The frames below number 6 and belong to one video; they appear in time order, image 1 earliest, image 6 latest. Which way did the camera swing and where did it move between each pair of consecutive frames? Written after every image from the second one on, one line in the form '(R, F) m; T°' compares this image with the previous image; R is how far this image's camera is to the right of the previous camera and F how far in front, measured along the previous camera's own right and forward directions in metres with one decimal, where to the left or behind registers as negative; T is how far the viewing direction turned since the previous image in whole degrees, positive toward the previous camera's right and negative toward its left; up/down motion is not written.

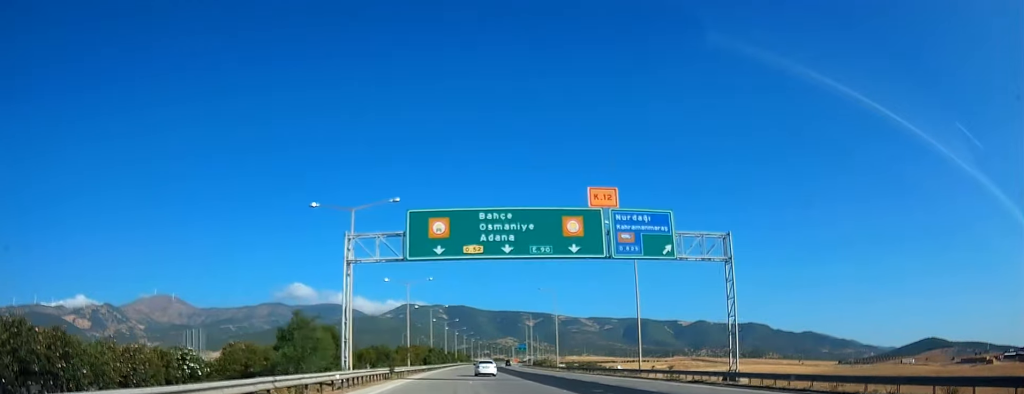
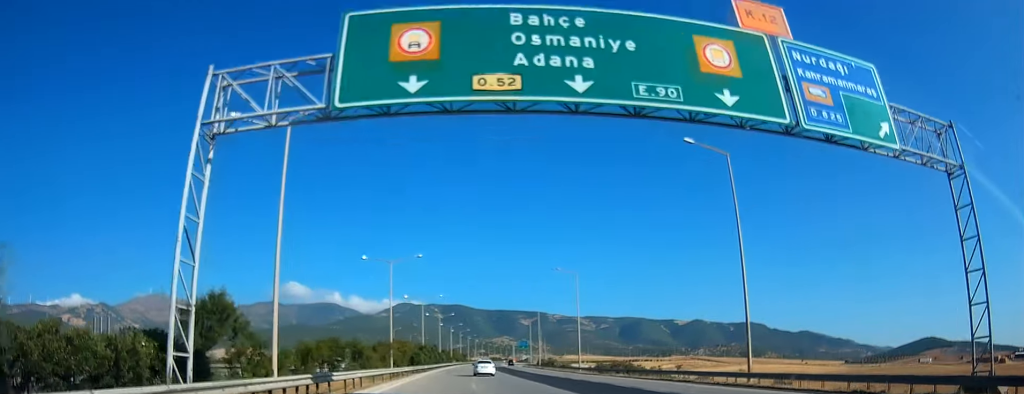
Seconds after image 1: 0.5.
(+0.2, +20.6) m; 0°
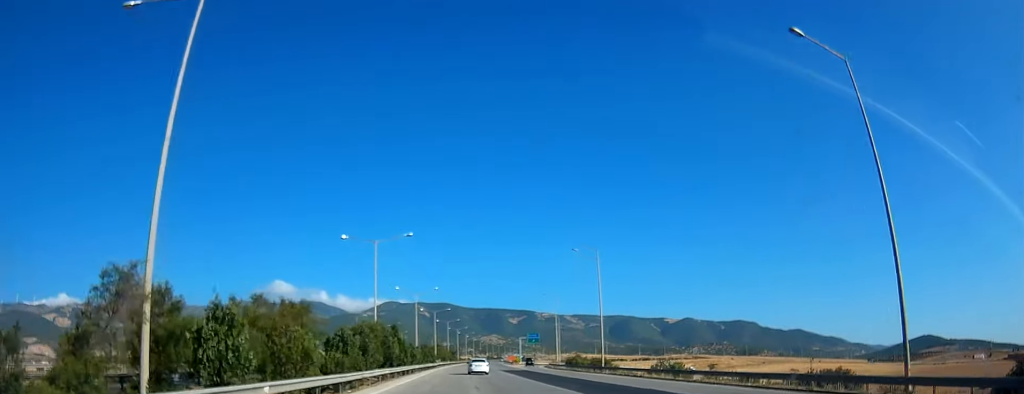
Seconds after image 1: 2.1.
(+0.5, +61.2) m; +1°
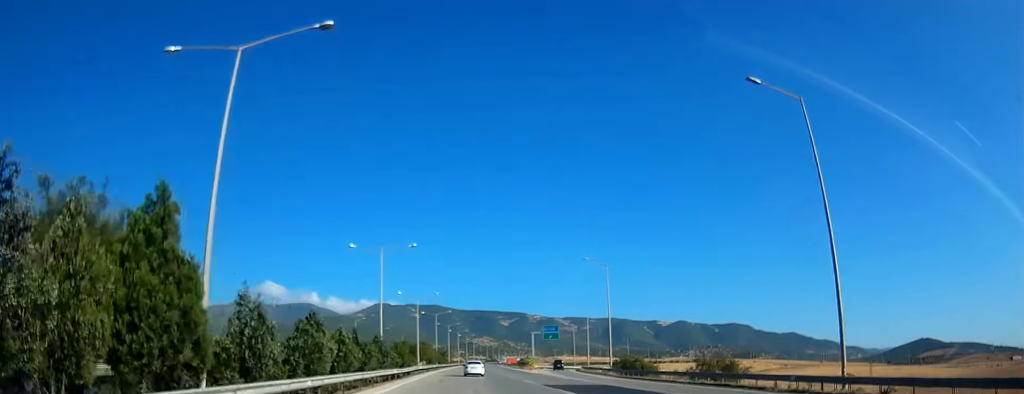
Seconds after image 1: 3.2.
(+0.1, +43.7) m; +1°
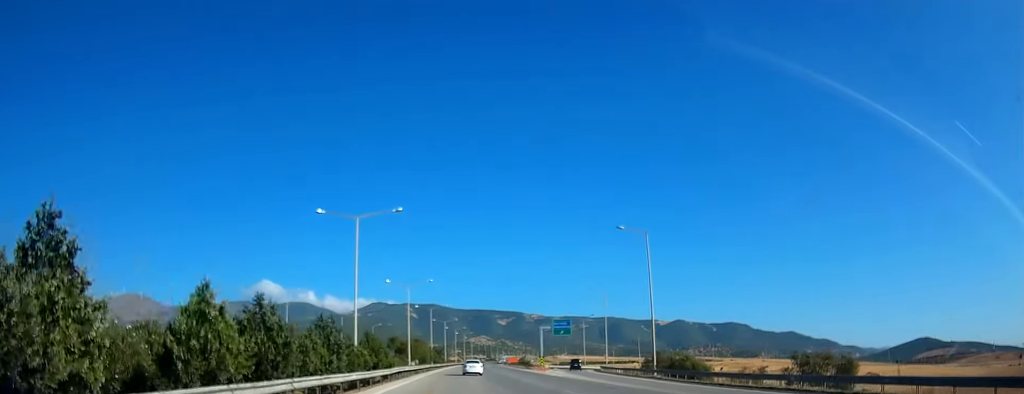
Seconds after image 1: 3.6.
(+0.3, +16.2) m; 0°
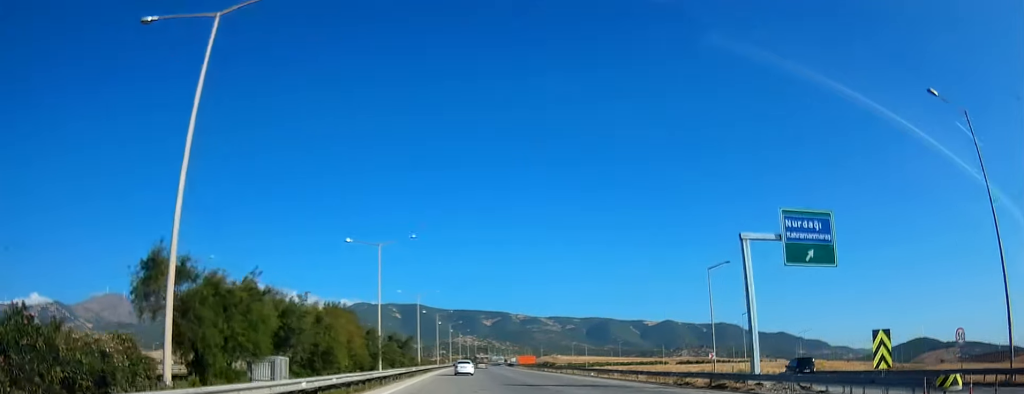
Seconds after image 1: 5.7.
(+1.6, +82.4) m; +2°
